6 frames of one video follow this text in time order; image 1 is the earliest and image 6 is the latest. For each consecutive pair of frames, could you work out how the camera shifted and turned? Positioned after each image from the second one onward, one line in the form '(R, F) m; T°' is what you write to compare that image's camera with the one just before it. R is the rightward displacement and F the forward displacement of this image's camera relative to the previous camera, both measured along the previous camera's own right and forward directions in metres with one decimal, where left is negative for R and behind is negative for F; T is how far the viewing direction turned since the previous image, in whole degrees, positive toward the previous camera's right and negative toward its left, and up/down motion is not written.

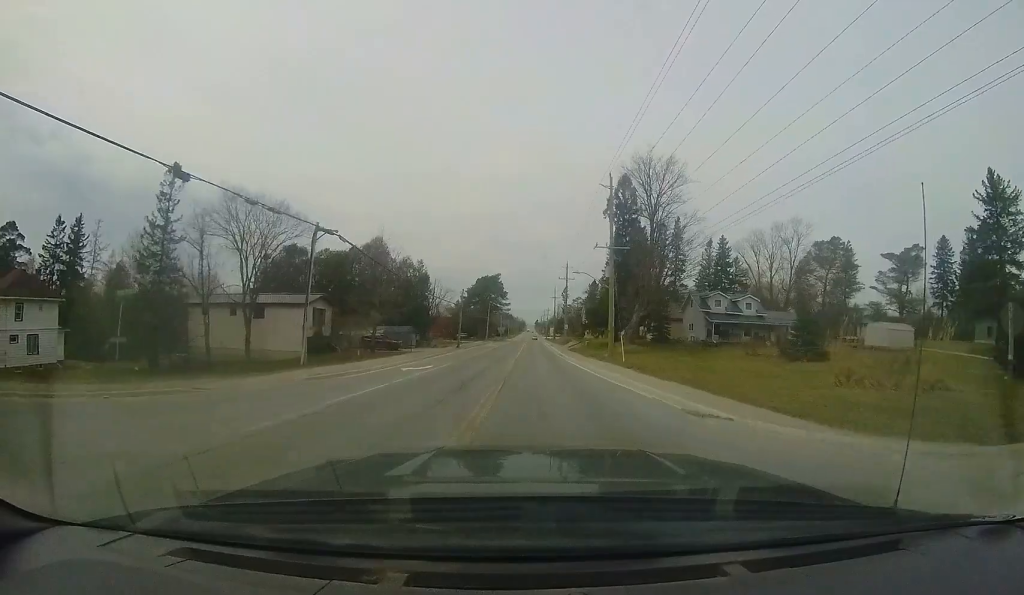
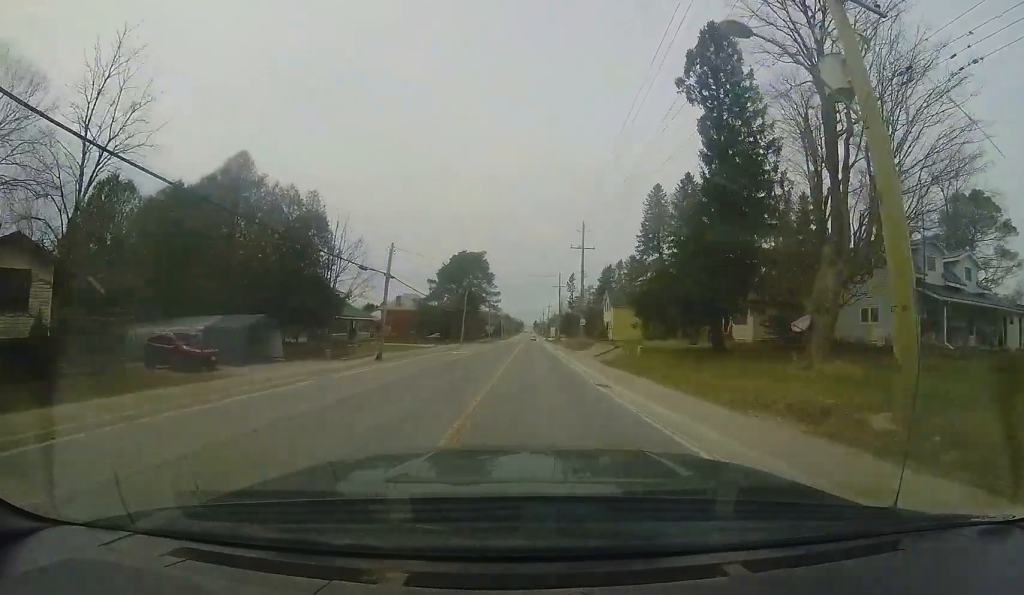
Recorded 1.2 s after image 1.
(-0.3, +25.0) m; 0°
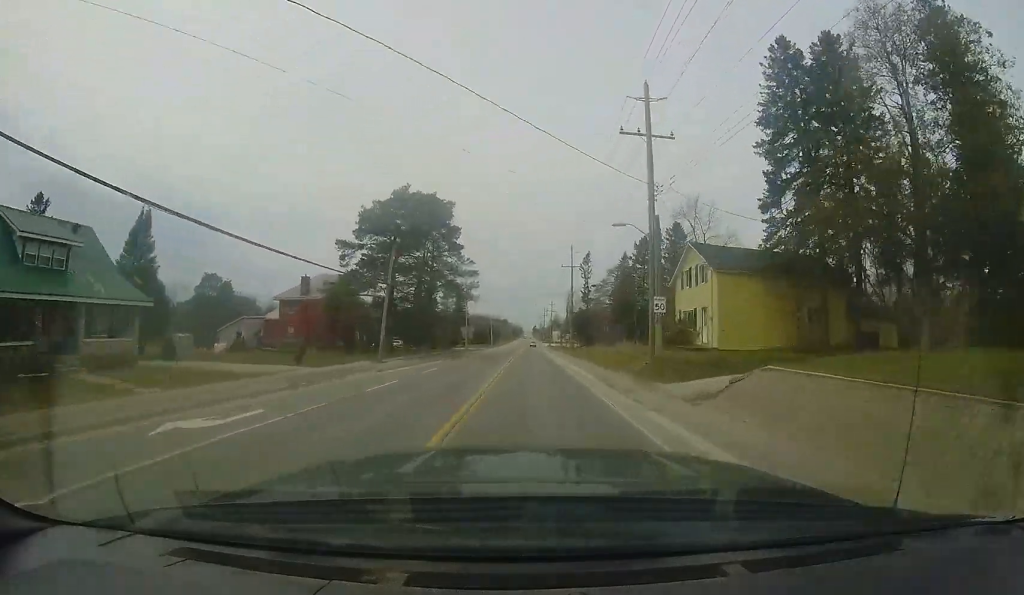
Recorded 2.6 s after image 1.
(+0.4, +27.5) m; +1°
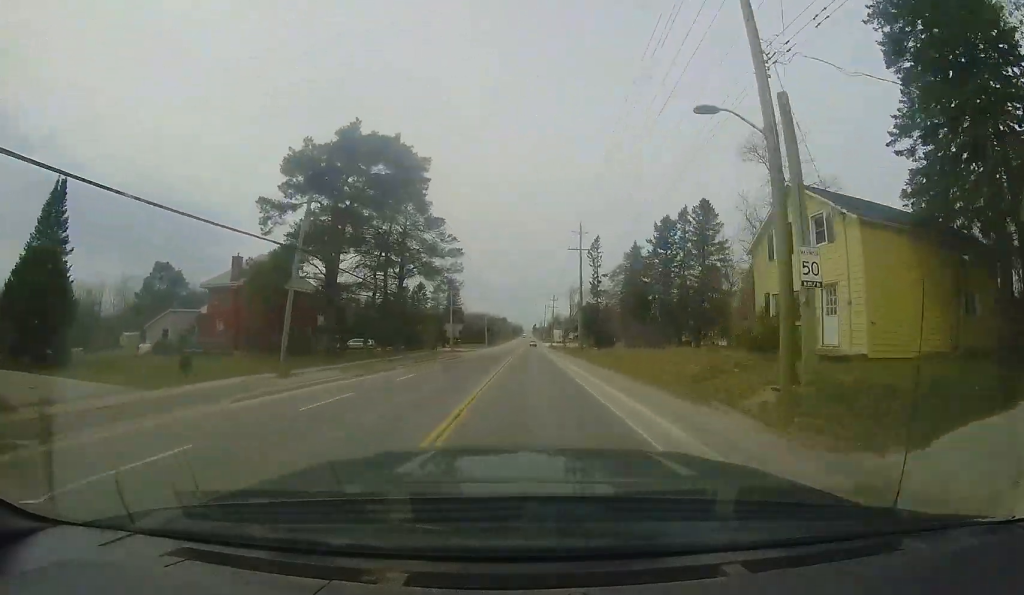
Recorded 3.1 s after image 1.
(0.0, +10.0) m; 0°
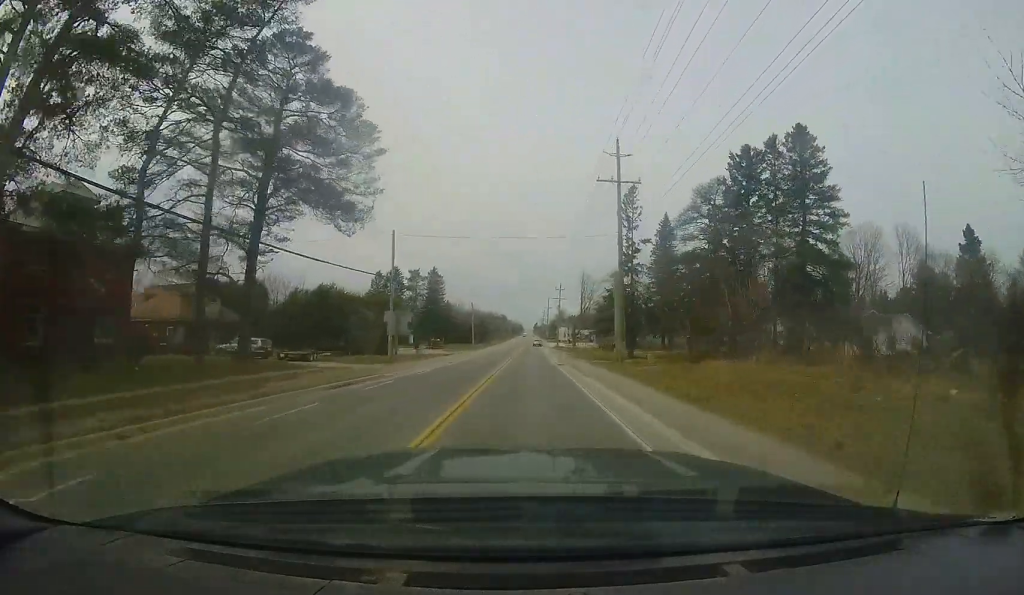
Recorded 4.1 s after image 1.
(+0.1, +19.3) m; 0°
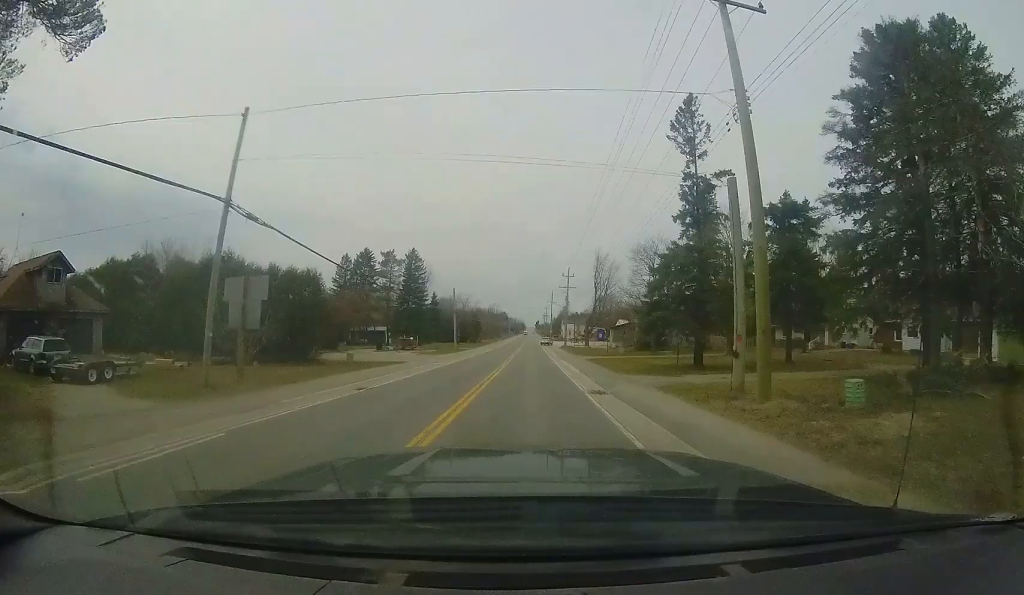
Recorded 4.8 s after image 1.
(+0.2, +15.2) m; -1°
